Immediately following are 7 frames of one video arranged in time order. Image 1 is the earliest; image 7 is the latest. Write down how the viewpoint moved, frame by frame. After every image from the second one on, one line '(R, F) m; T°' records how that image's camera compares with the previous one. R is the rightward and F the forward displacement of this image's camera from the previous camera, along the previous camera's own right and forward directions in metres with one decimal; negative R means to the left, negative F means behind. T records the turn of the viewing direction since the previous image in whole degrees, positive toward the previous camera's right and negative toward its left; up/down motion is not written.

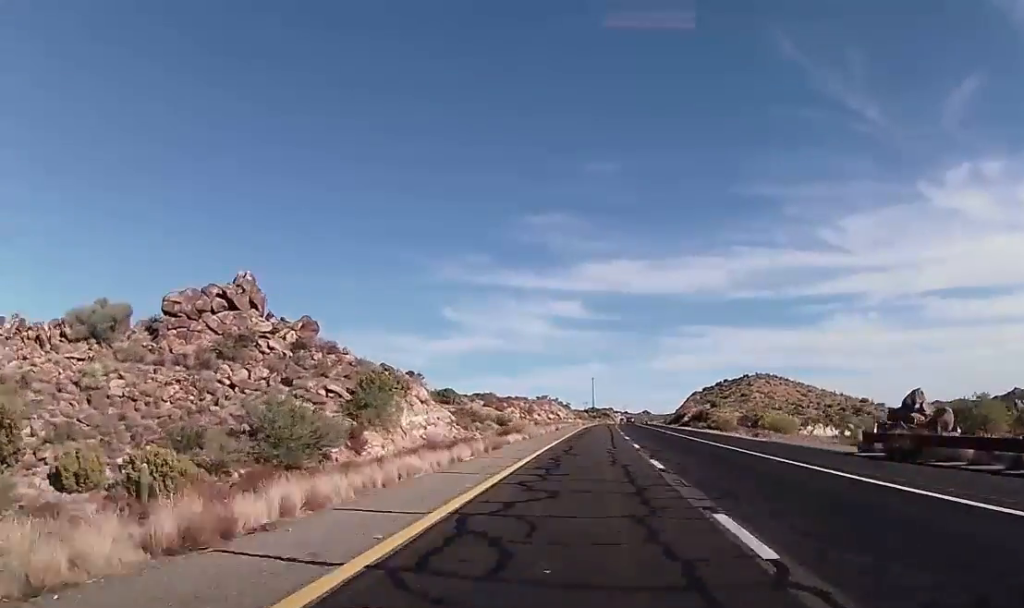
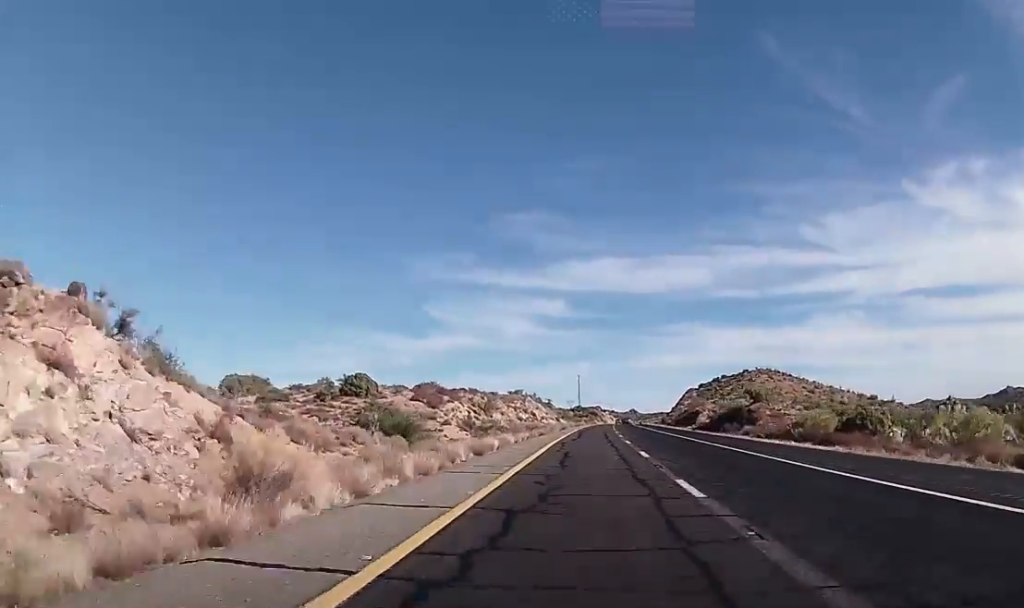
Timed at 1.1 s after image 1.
(+0.3, +42.9) m; 0°
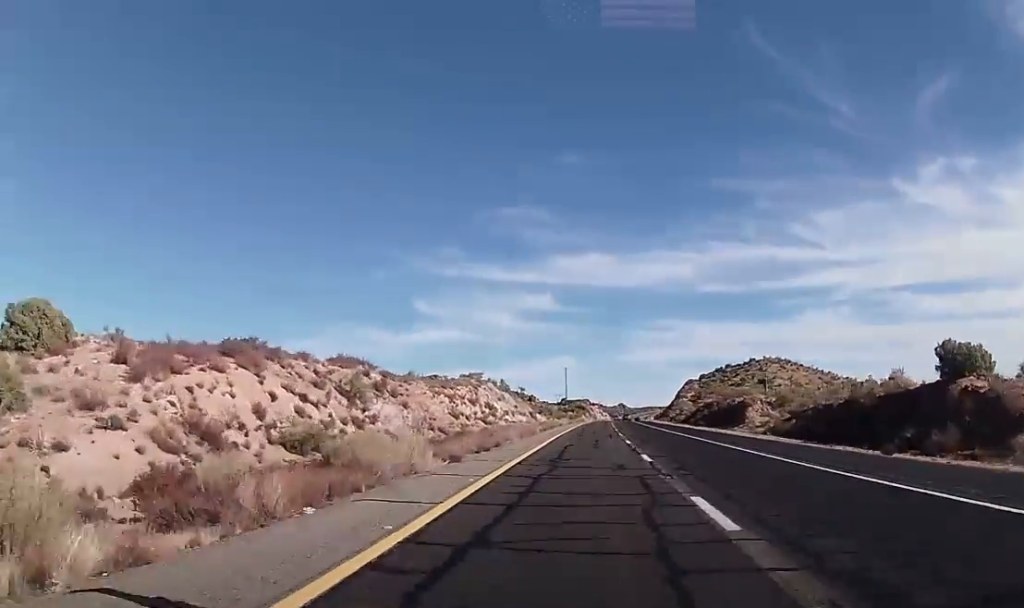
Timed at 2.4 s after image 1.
(-0.3, +52.2) m; +1°
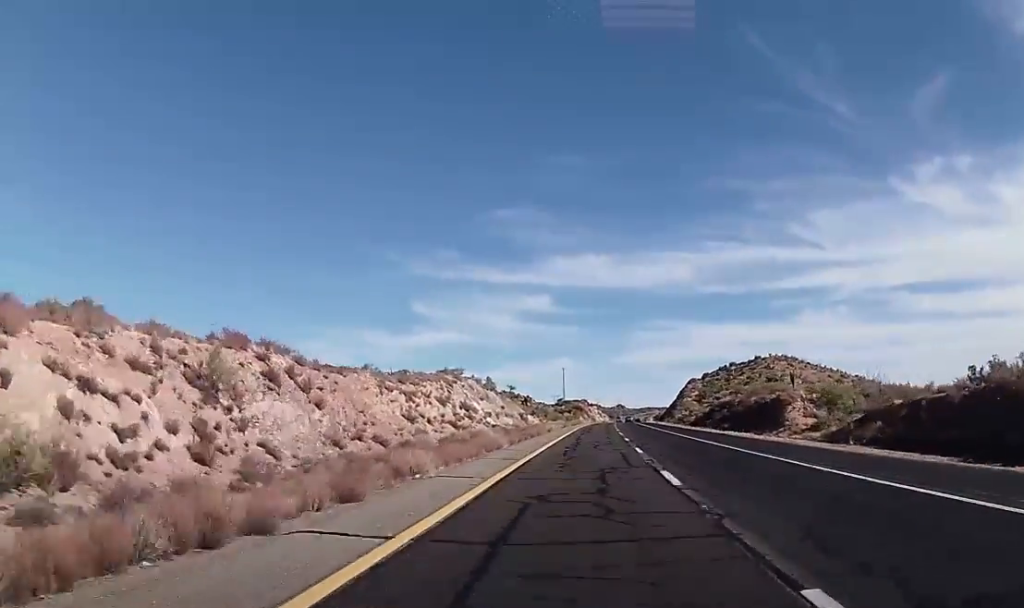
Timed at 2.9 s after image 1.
(+0.4, +18.4) m; +1°
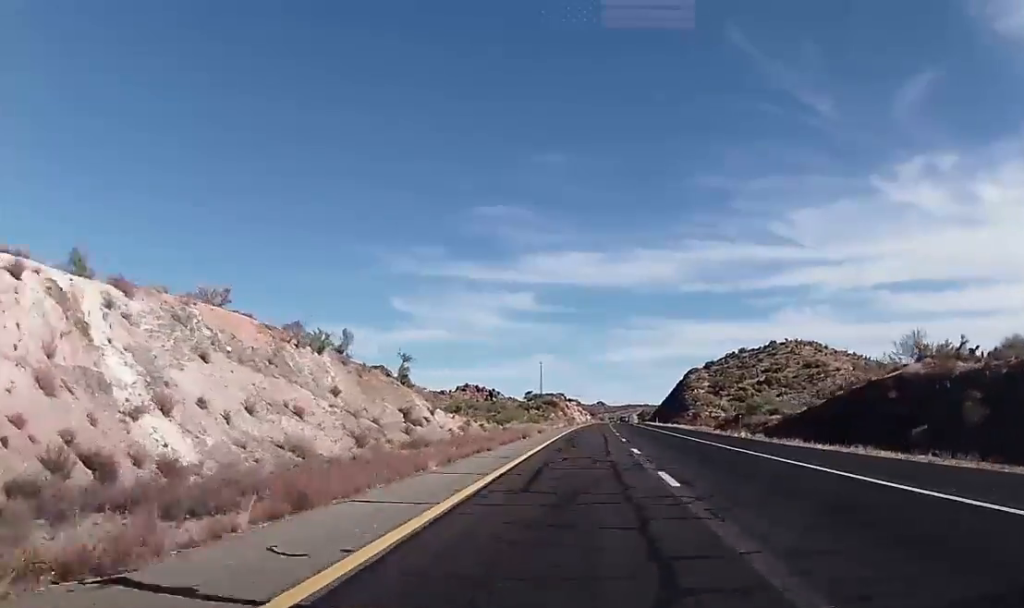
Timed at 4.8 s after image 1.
(+1.1, +73.5) m; +1°
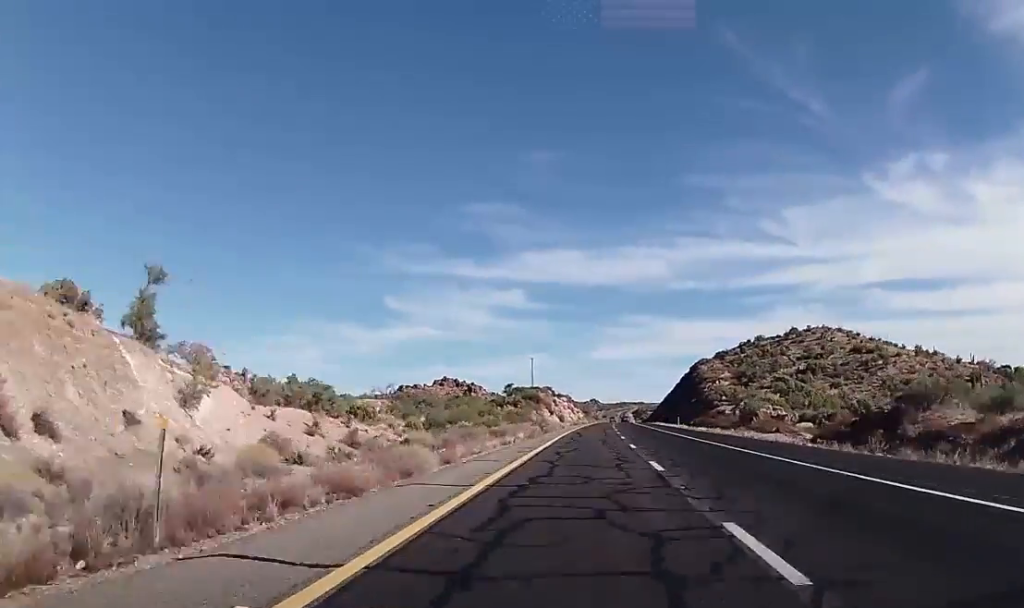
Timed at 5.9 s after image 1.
(0.0, +44.6) m; +1°
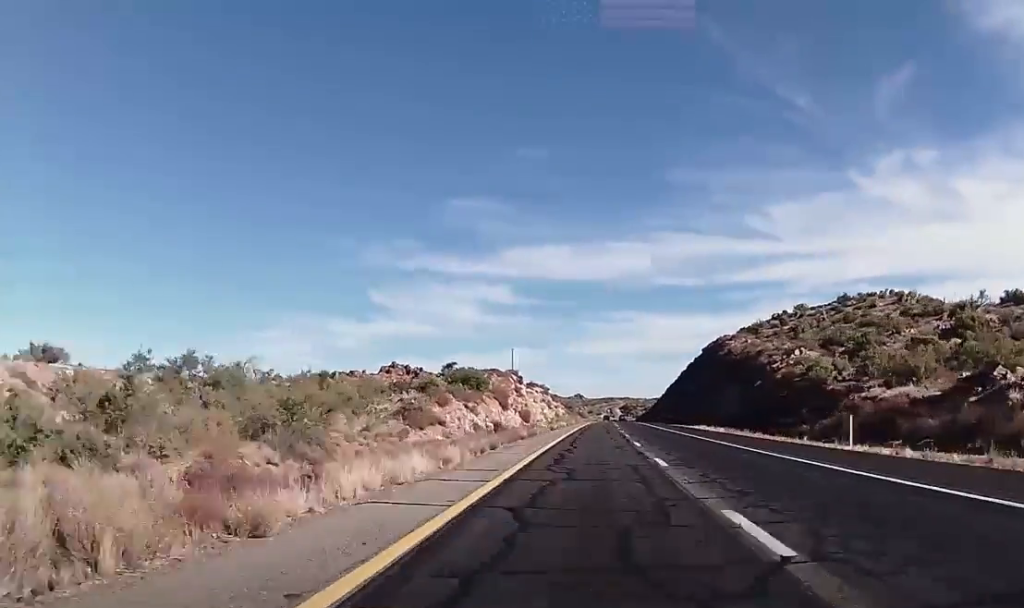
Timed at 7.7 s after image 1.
(+1.6, +72.1) m; +1°
